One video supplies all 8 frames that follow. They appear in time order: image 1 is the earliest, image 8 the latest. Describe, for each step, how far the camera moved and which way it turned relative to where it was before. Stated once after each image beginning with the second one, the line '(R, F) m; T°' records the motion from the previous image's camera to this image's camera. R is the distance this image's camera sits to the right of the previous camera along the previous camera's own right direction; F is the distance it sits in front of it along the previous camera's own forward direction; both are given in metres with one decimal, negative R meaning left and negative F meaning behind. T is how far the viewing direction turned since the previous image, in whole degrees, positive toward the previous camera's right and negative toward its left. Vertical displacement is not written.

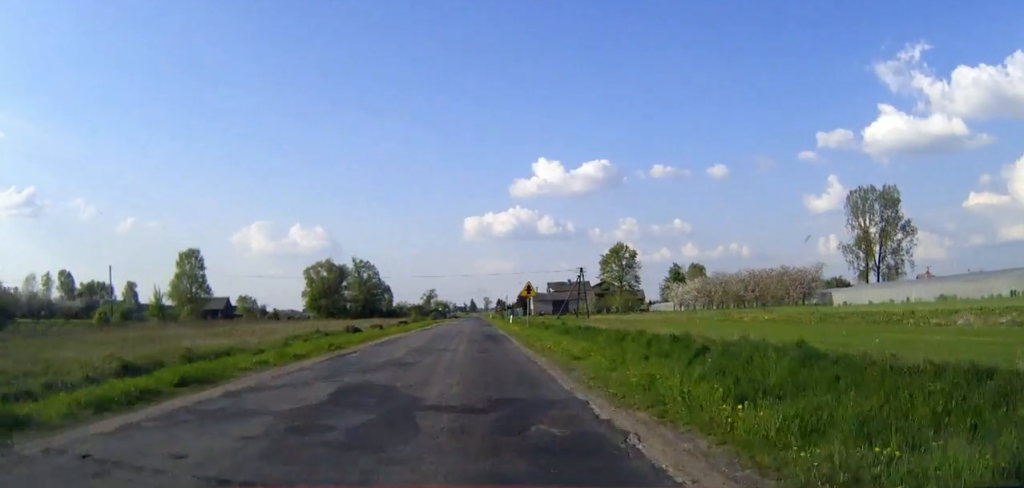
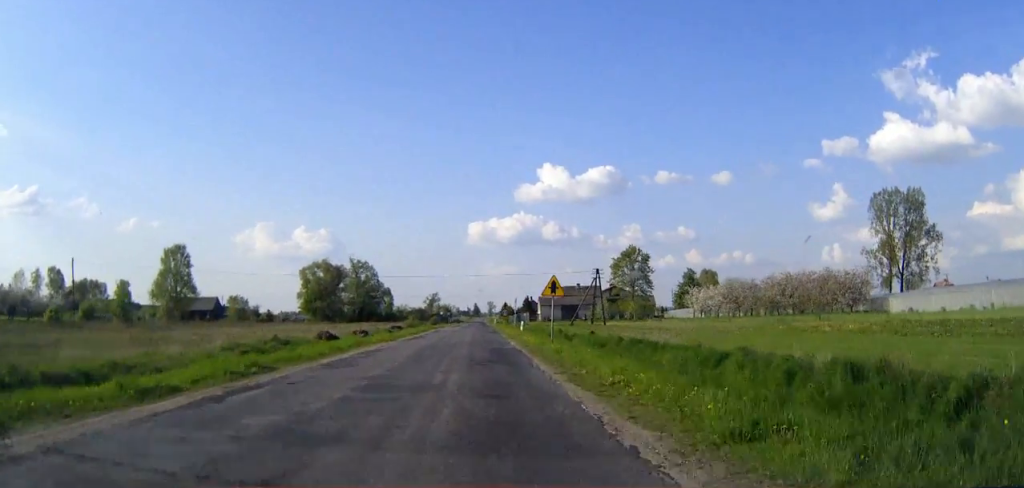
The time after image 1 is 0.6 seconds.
(0.0, +10.4) m; 0°
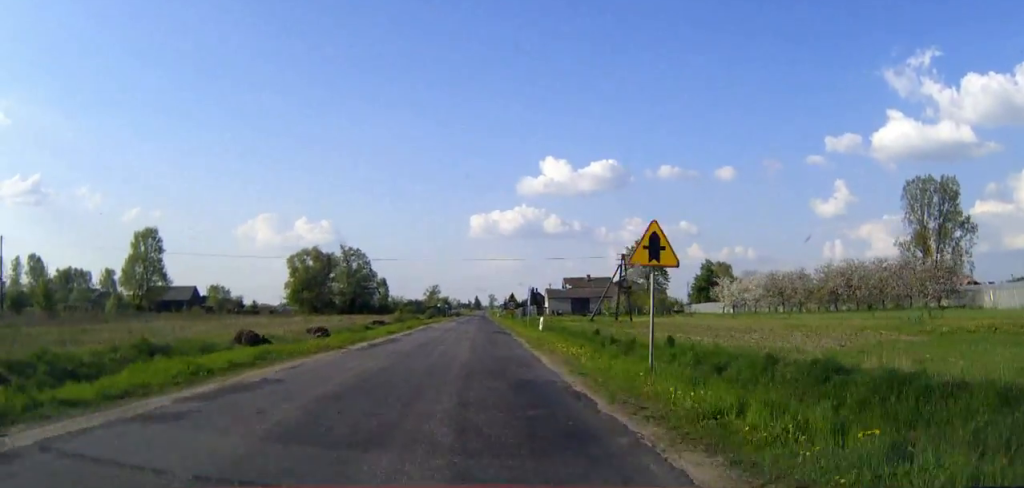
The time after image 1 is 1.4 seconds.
(0.0, +15.0) m; 0°
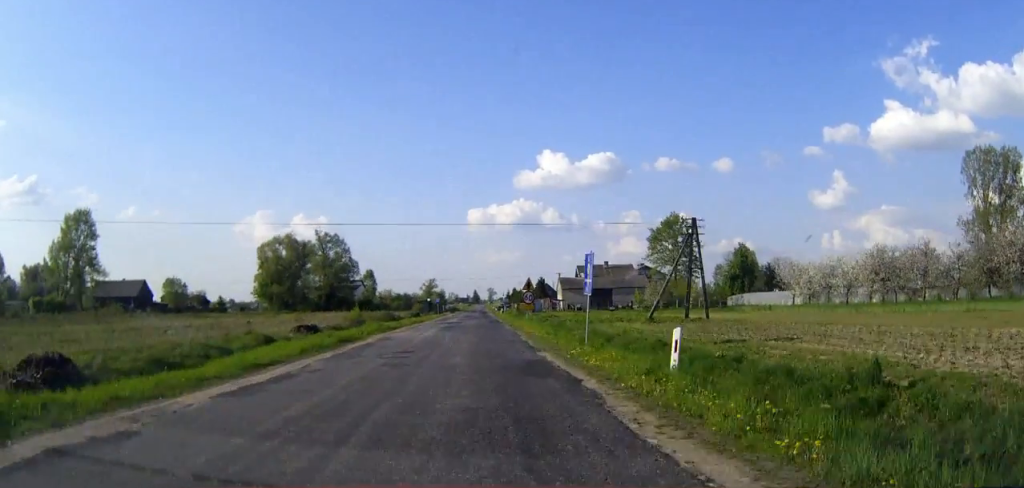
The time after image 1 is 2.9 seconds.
(0.0, +25.8) m; 0°
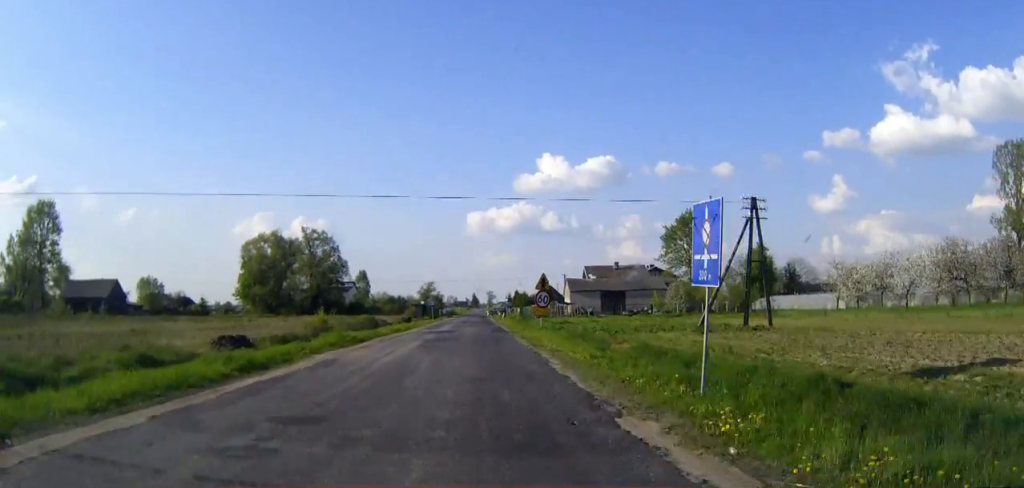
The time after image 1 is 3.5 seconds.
(0.0, +11.5) m; 0°
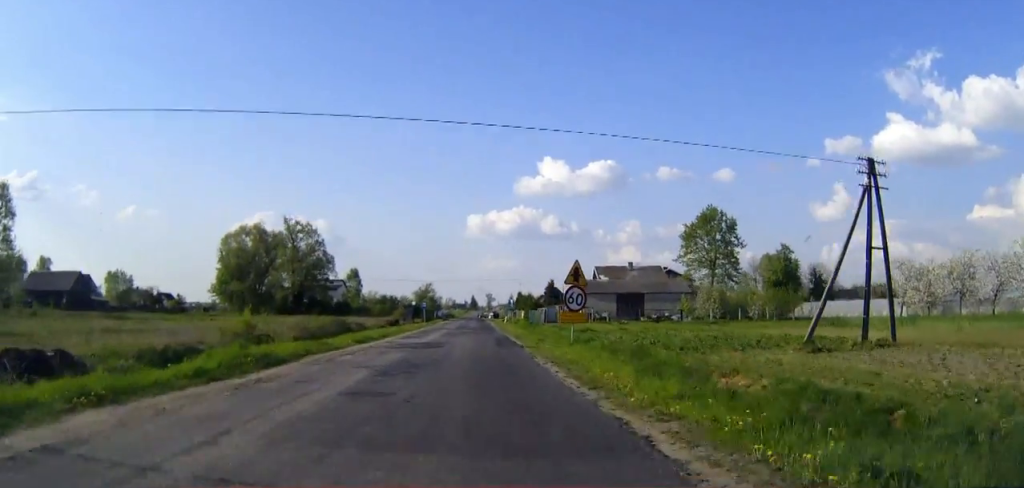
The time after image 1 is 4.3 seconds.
(0.0, +12.9) m; 0°
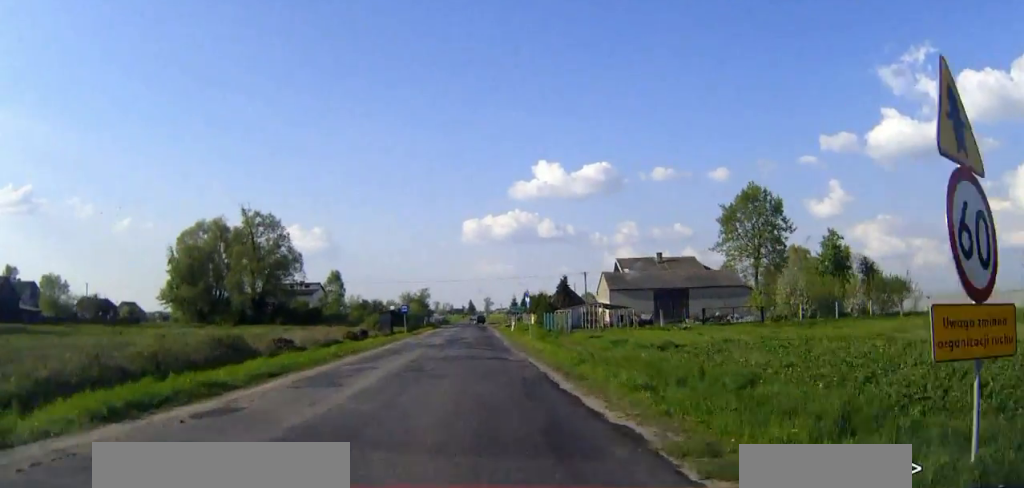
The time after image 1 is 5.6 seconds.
(+0.1, +21.6) m; 0°
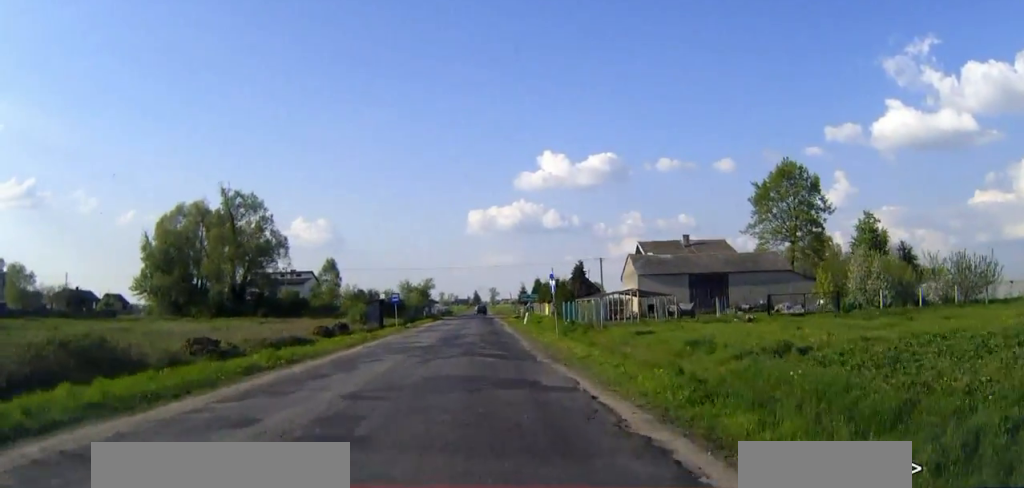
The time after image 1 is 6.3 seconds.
(0.0, +10.8) m; 0°
